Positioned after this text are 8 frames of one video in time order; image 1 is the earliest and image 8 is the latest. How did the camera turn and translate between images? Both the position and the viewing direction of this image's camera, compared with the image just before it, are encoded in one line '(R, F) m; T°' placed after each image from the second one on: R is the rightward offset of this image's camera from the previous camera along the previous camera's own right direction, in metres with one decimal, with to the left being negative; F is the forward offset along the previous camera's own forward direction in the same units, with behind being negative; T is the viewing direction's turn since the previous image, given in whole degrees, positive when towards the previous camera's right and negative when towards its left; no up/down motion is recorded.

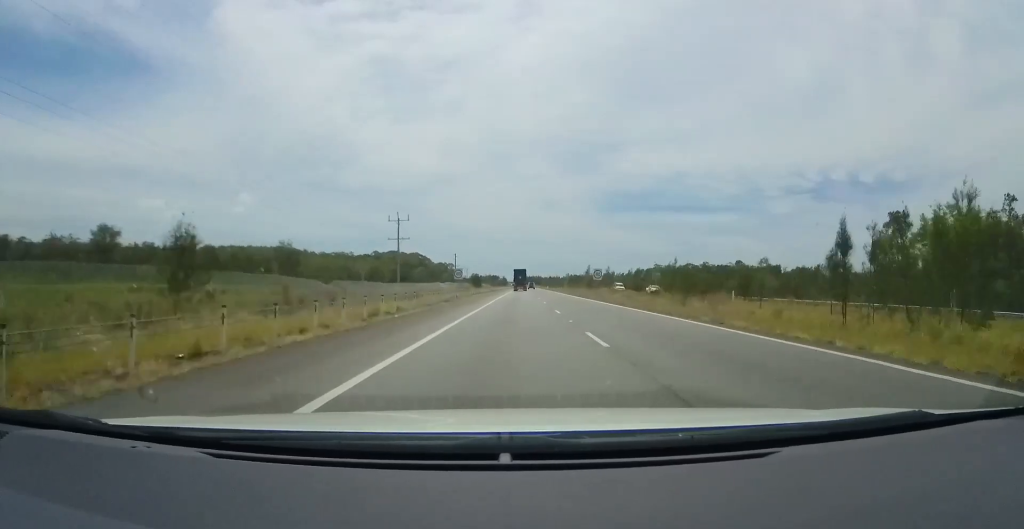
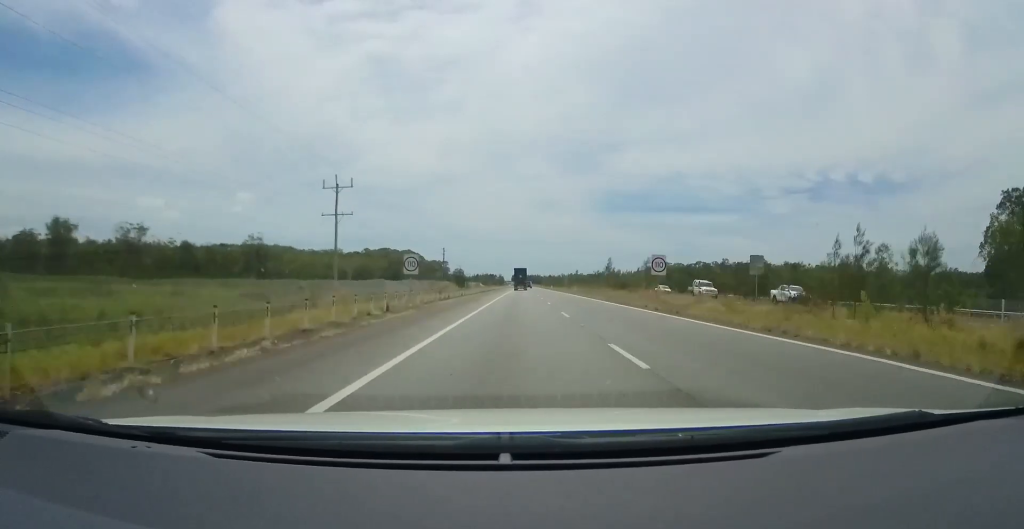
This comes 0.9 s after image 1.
(0.0, +27.0) m; 0°
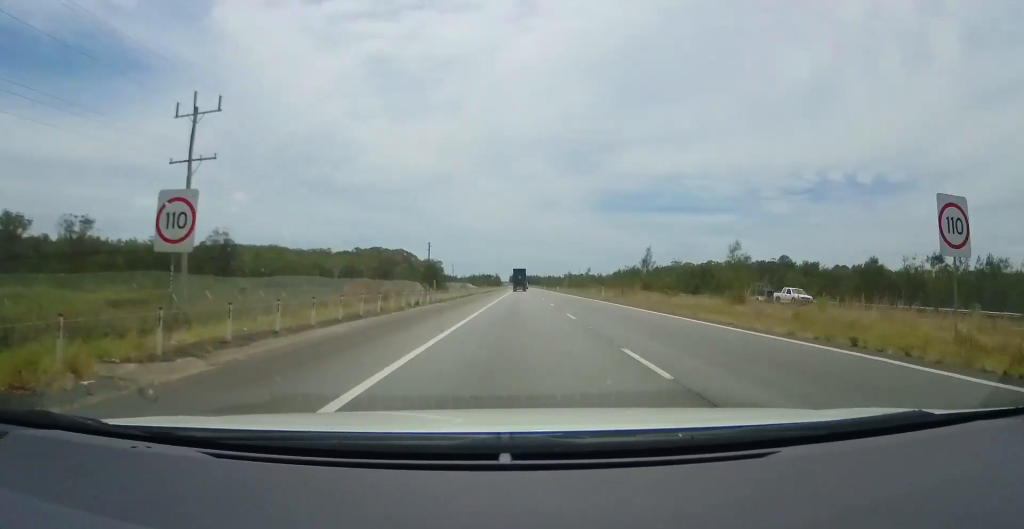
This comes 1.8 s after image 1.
(0.0, +24.5) m; 0°
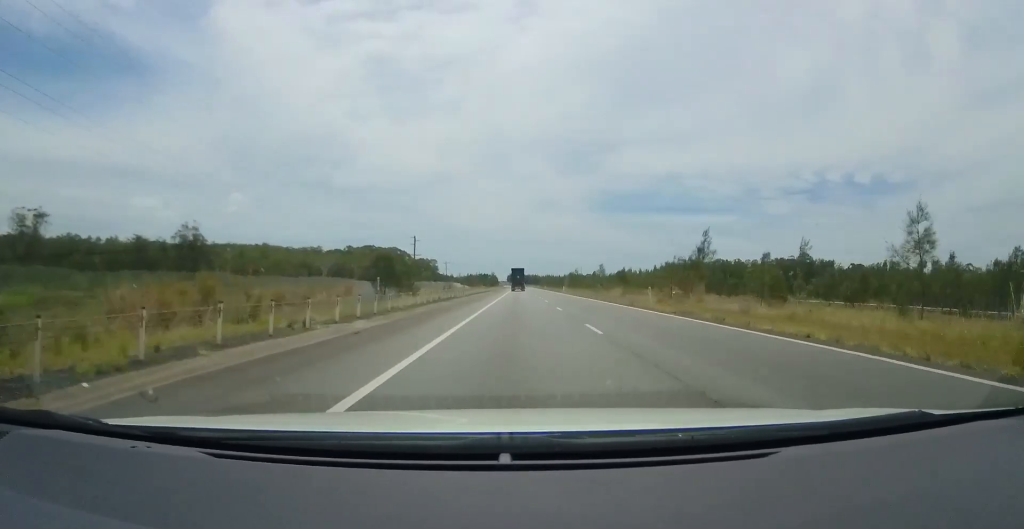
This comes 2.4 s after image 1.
(0.0, +17.5) m; 0°
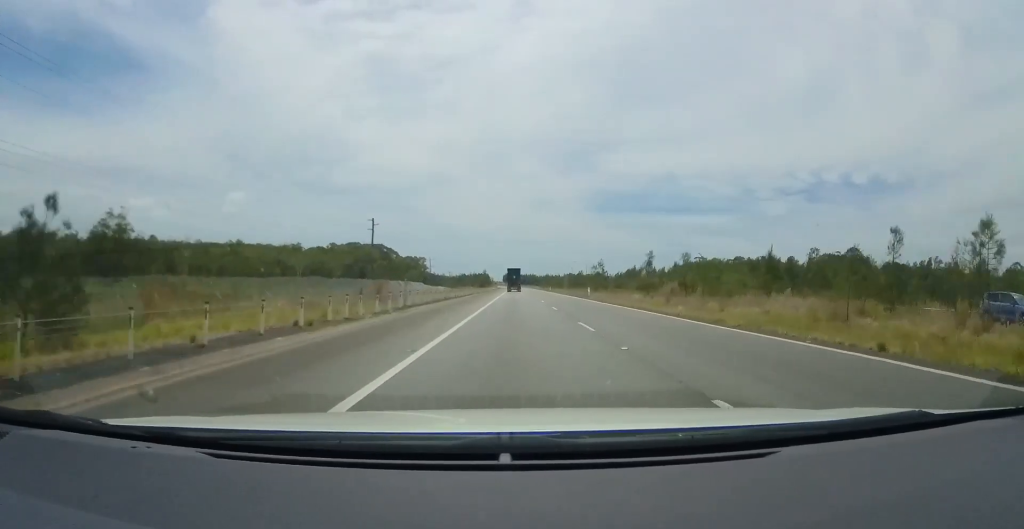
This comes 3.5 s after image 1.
(0.0, +33.9) m; 0°
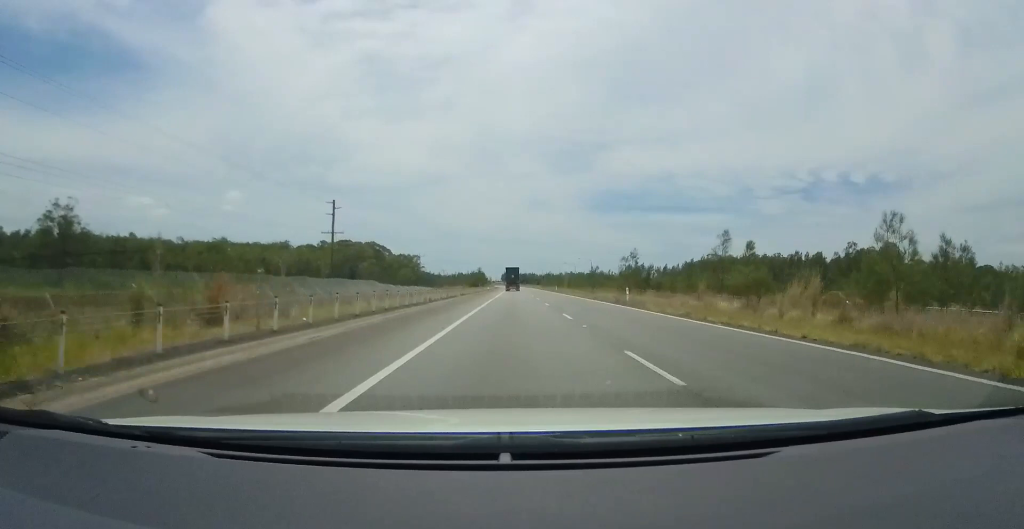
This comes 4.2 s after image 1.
(0.0, +20.0) m; 0°
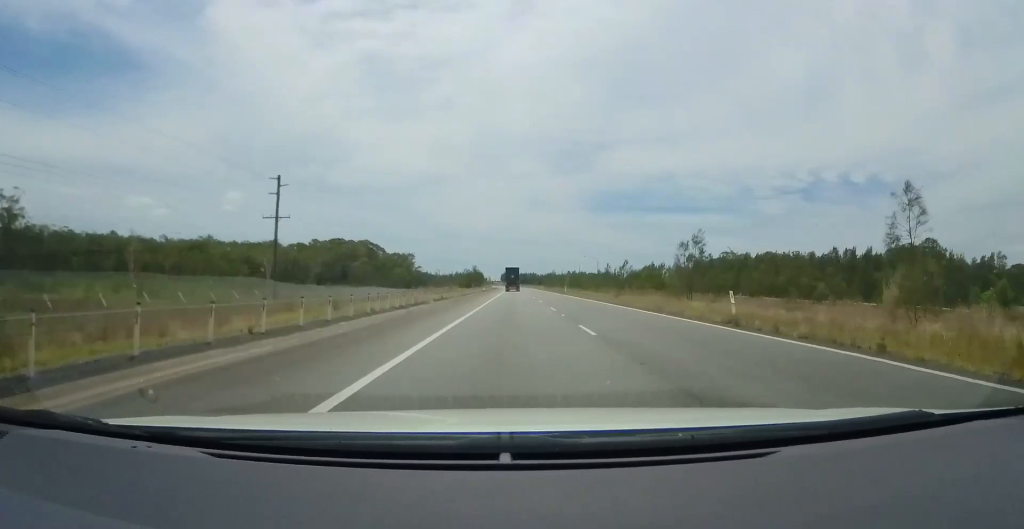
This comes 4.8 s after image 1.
(0.0, +17.7) m; 0°
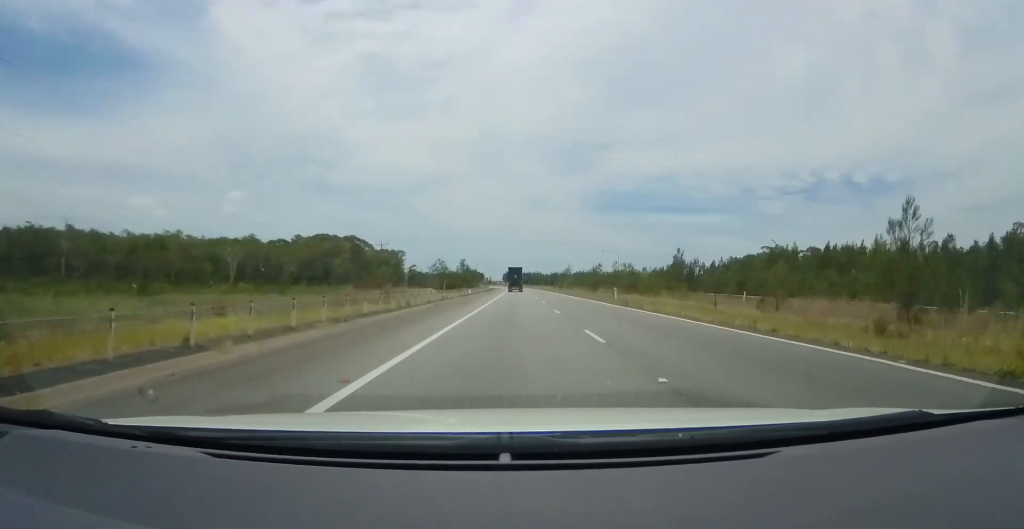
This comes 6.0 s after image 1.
(+0.3, +36.7) m; 0°
